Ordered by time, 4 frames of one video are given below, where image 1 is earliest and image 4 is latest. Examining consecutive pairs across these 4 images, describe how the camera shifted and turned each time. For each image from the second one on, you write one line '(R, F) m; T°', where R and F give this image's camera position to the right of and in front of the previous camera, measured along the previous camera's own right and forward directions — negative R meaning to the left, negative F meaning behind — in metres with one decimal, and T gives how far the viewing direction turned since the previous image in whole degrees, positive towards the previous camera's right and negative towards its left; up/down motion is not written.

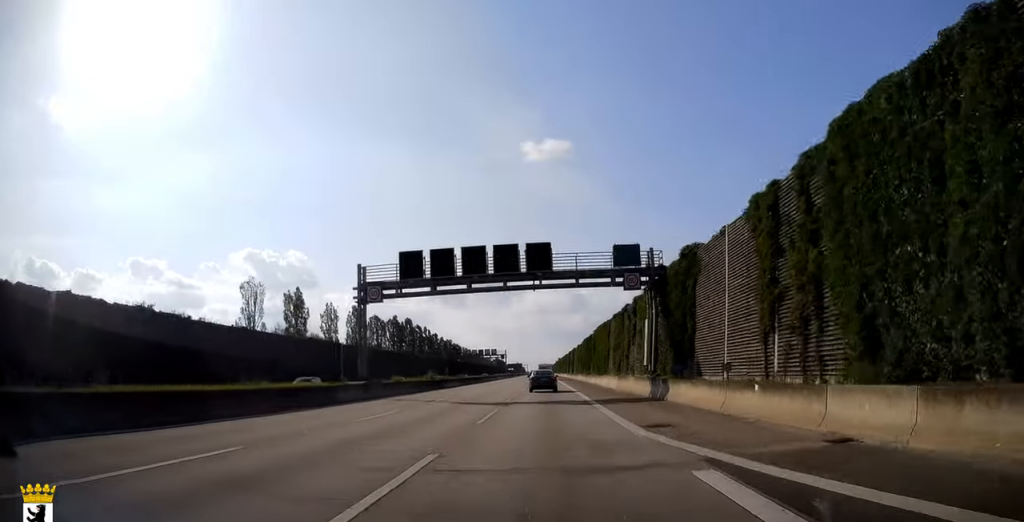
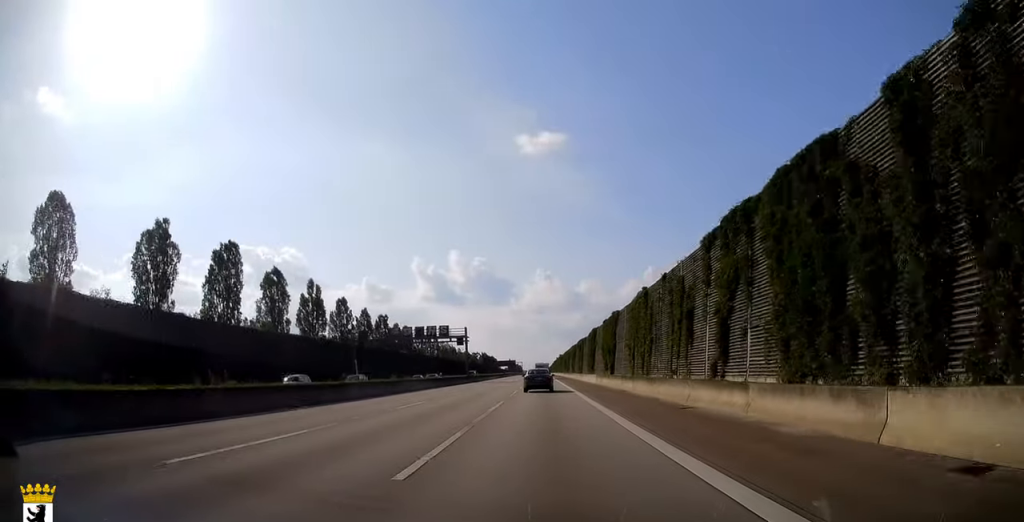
(-0.6, +79.9) m; 0°
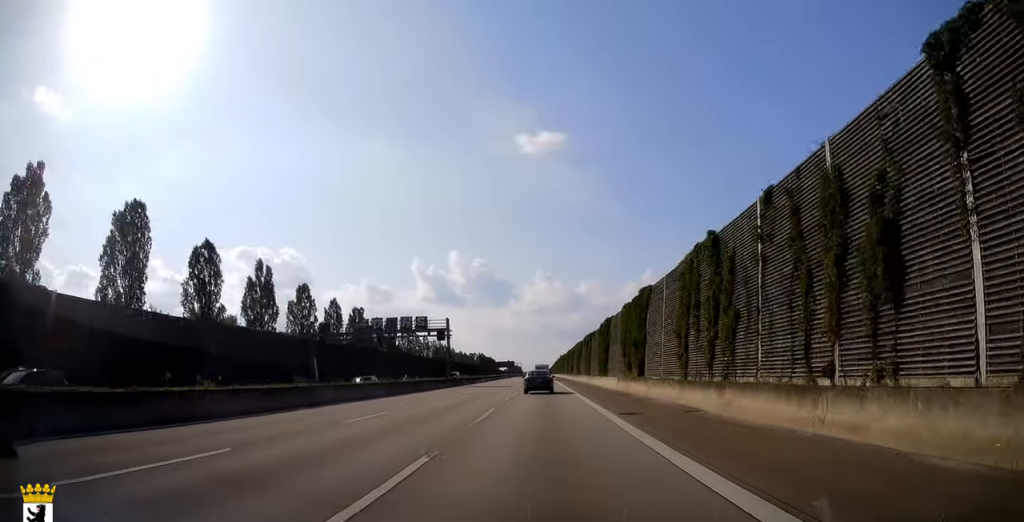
(+0.2, +16.1) m; 0°
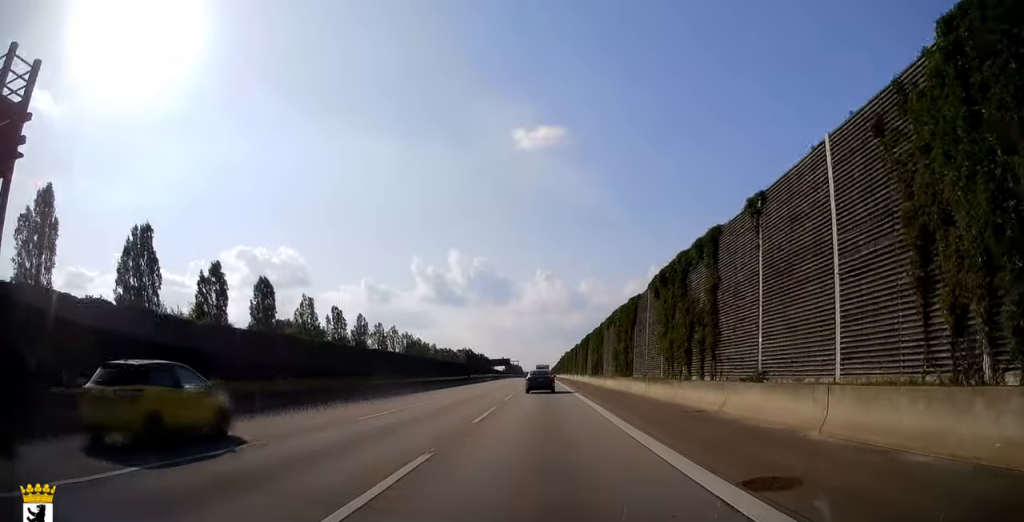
(-0.4, +60.3) m; 0°
